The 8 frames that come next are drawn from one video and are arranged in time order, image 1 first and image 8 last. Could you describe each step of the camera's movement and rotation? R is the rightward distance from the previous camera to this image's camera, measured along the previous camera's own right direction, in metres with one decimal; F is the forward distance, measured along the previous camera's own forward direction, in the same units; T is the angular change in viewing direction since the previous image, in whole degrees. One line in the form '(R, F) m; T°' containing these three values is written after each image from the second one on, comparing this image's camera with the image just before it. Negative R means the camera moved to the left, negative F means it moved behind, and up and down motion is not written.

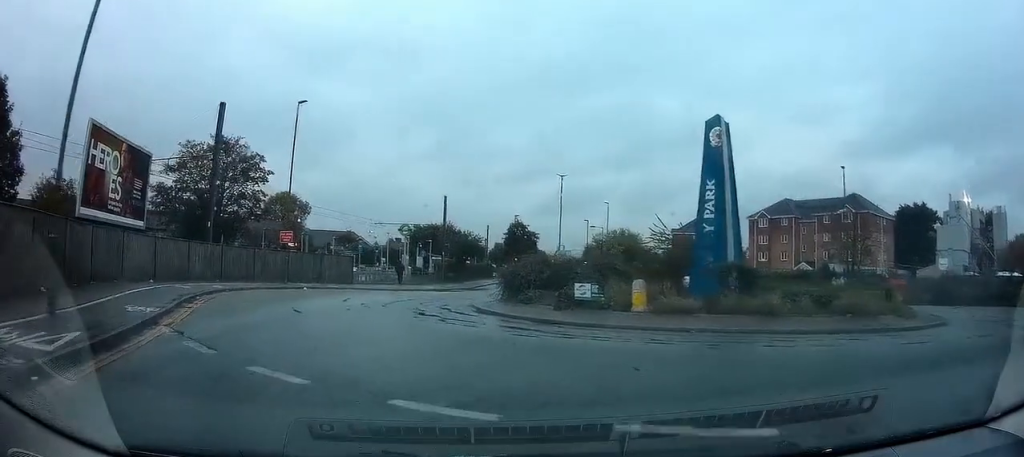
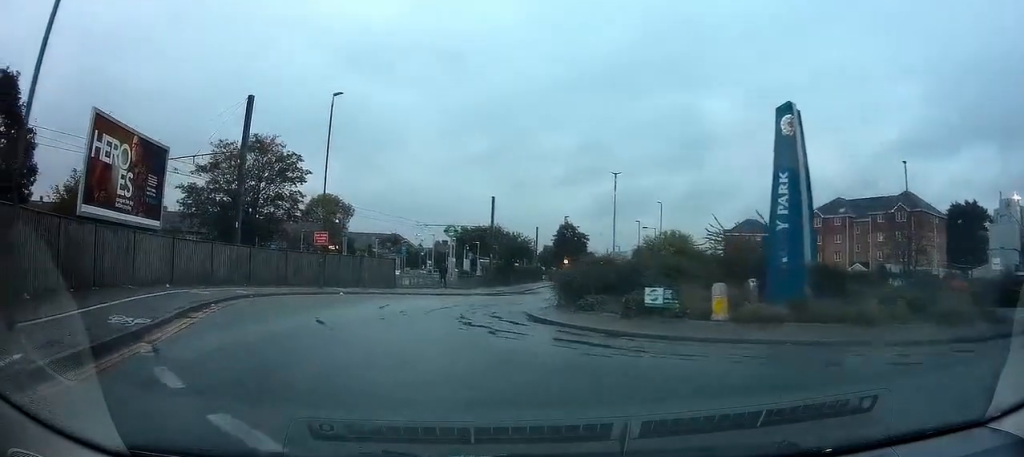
(-0.1, +3.0) m; -4°
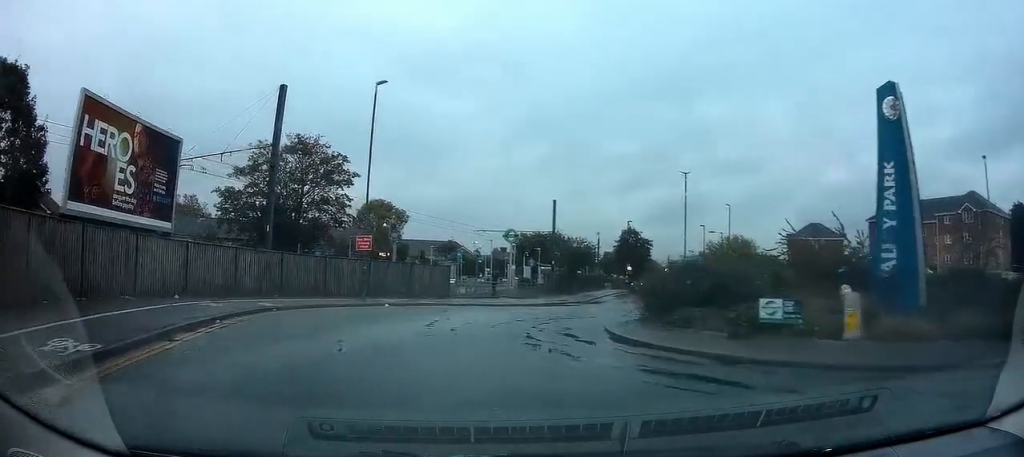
(-0.2, +3.8) m; -2°
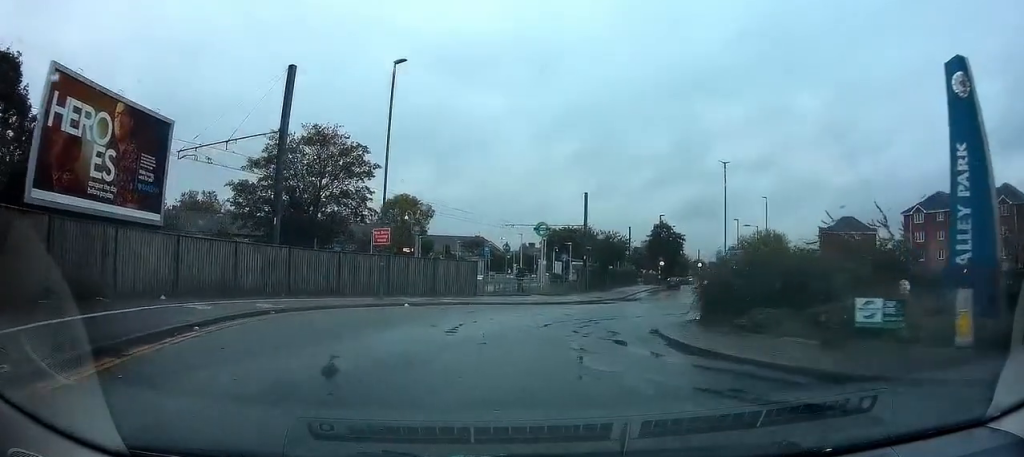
(0.0, +2.5) m; 0°
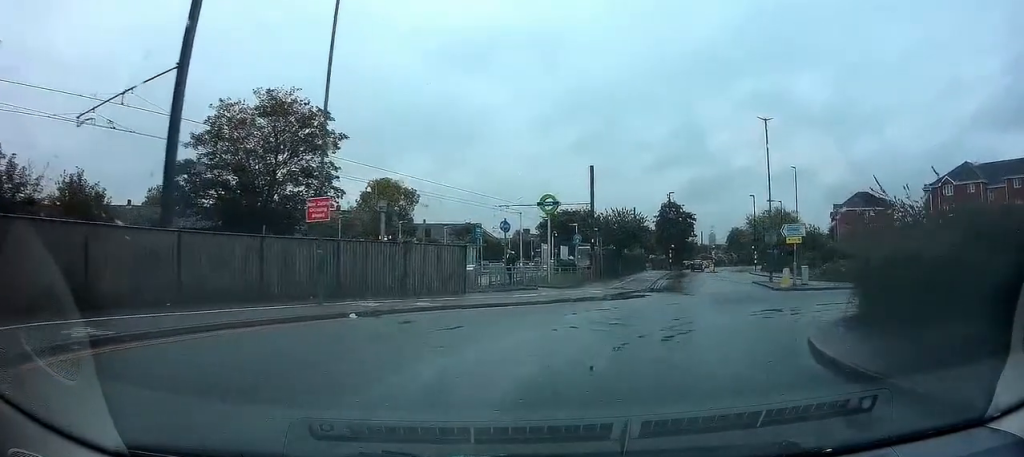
(+0.2, +7.8) m; +6°
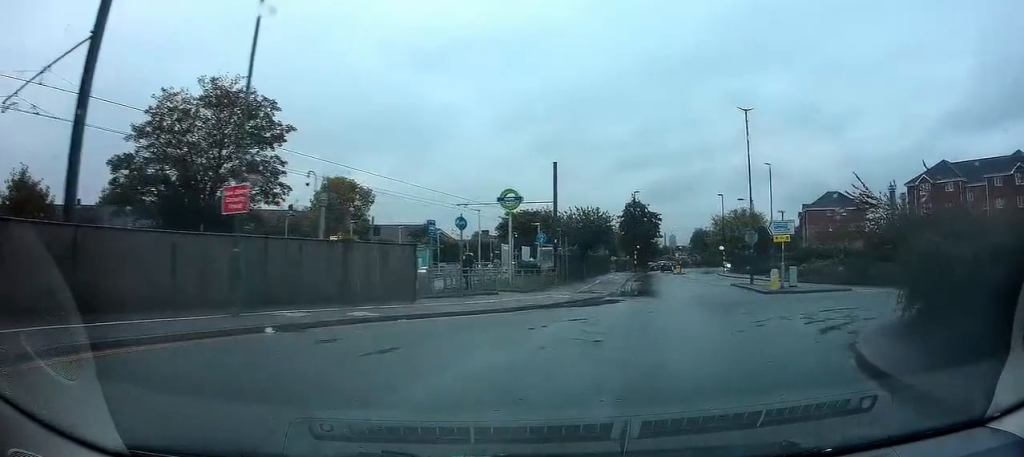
(+0.1, +2.8) m; +5°
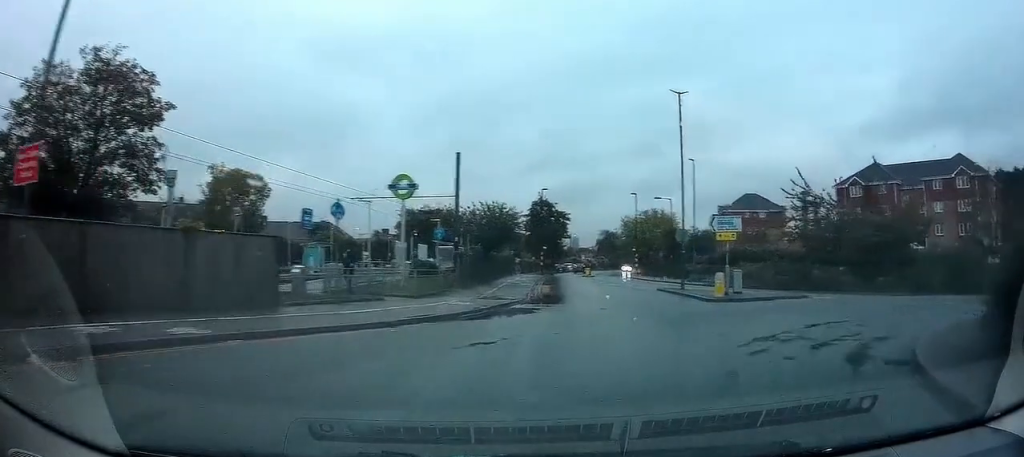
(+0.3, +4.3) m; +10°
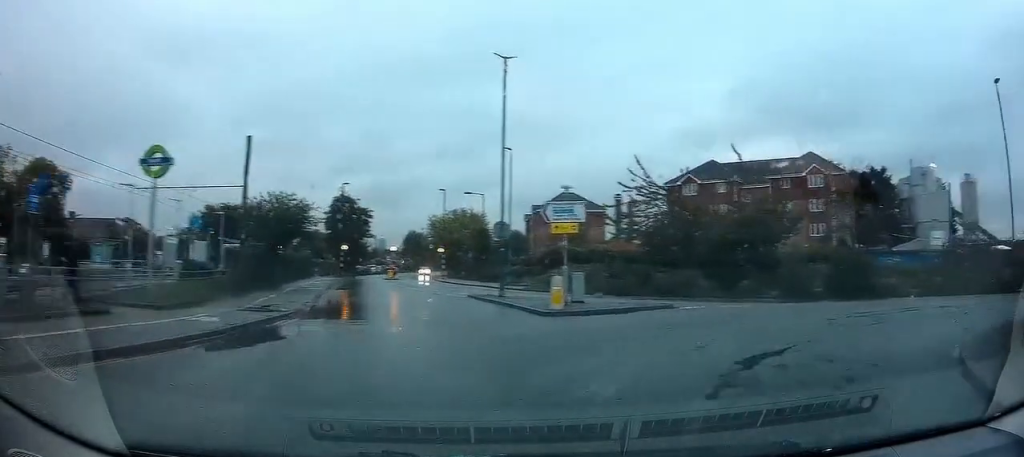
(+0.7, +5.3) m; +18°
